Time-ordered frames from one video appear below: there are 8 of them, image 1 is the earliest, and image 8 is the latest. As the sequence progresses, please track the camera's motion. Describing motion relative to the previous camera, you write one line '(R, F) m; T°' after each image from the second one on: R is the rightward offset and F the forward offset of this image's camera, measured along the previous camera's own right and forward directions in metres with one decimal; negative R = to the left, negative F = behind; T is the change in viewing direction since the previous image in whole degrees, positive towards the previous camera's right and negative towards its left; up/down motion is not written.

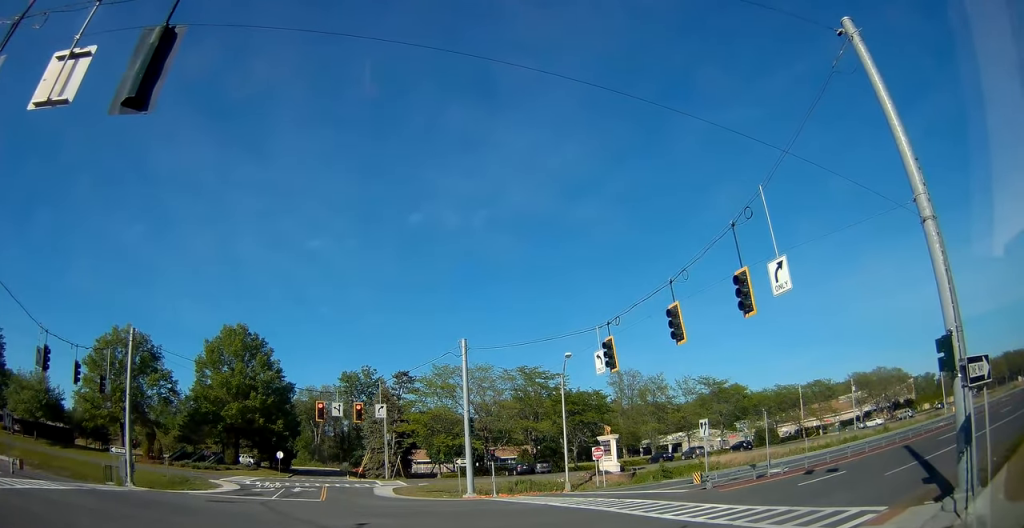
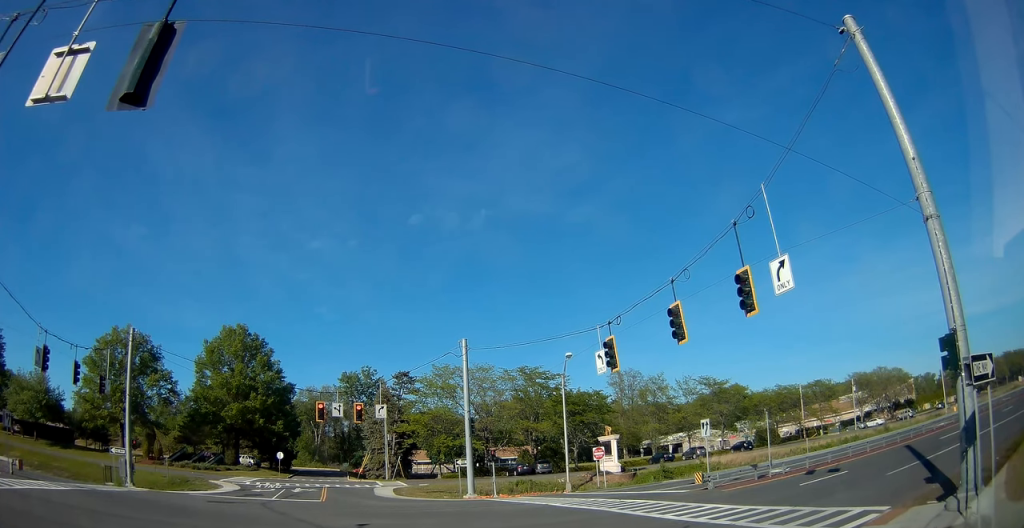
(-0.1, +0.2) m; 0°
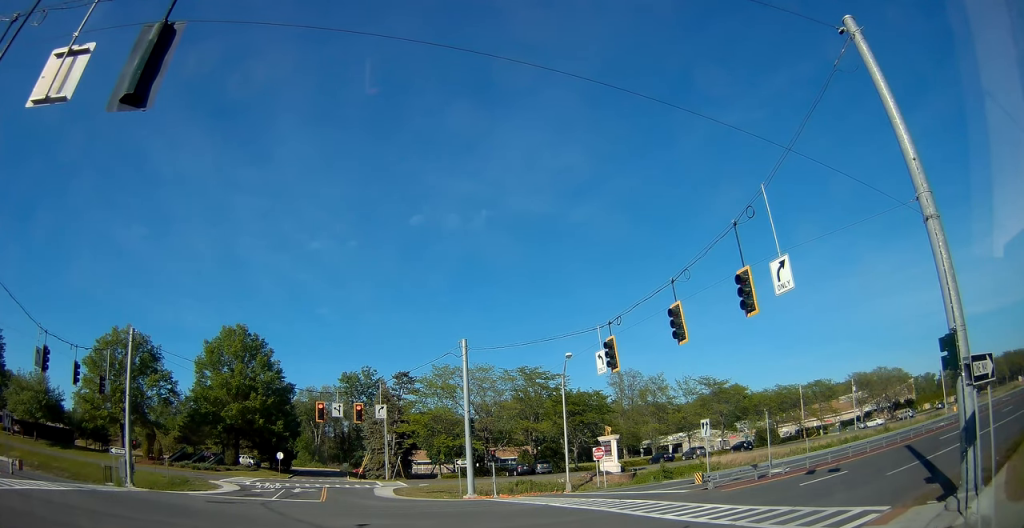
(0.0, 0.0) m; 0°
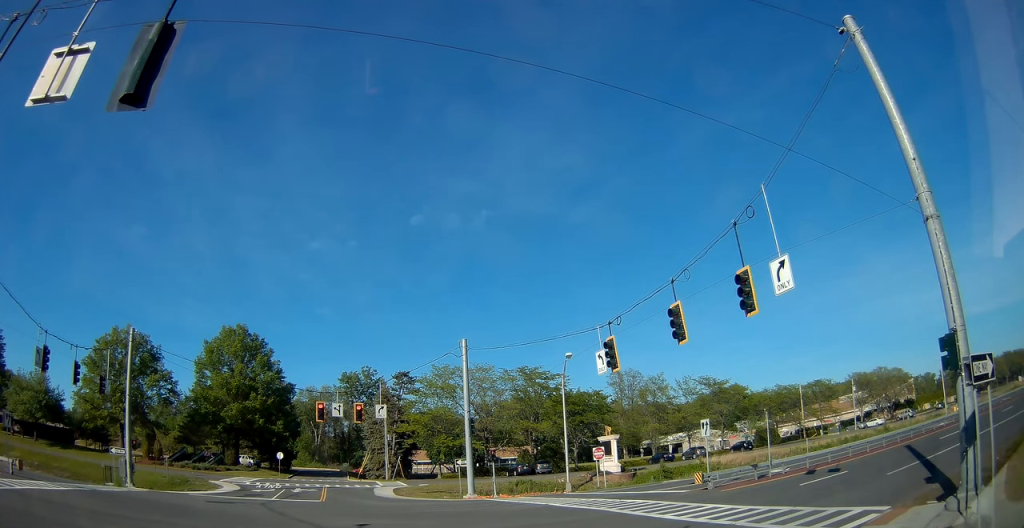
(0.0, 0.0) m; 0°
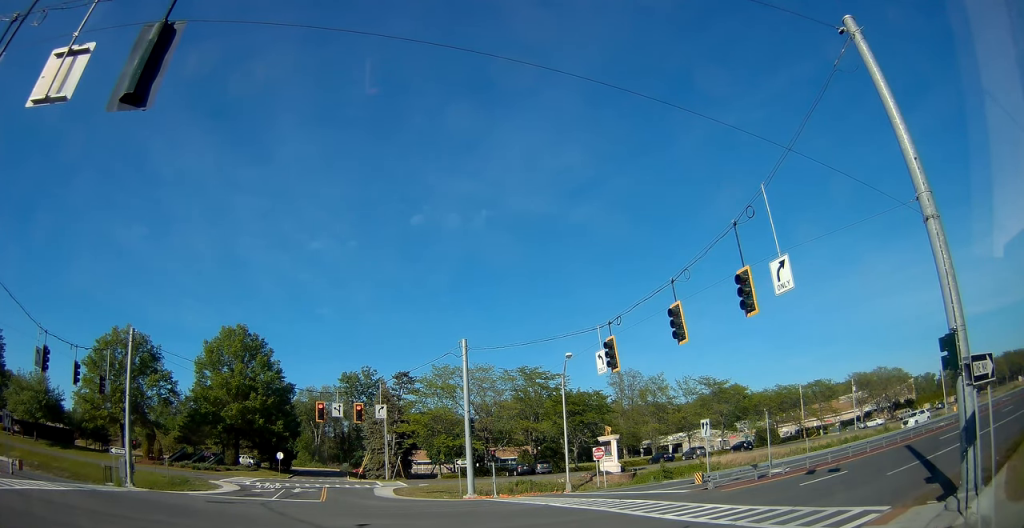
(0.0, 0.0) m; 0°
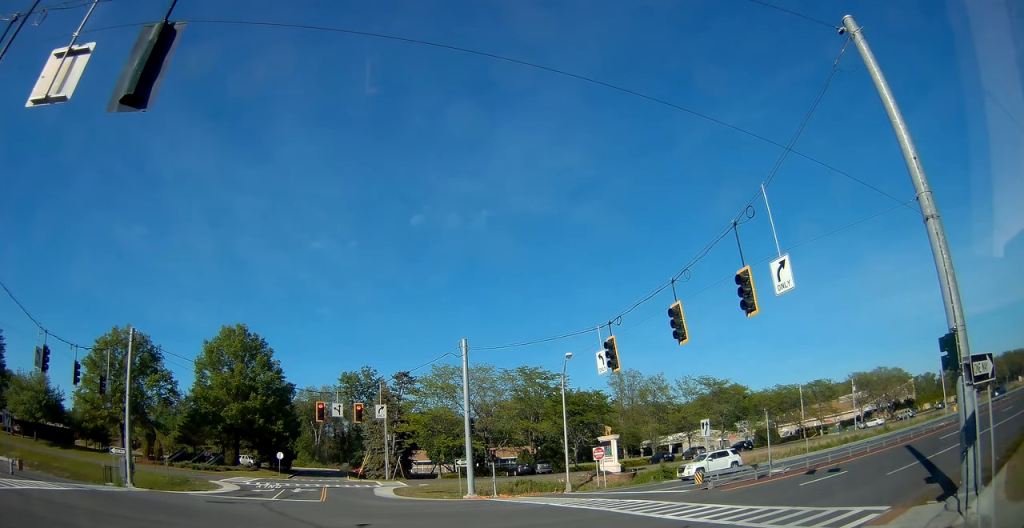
(0.0, 0.0) m; 0°
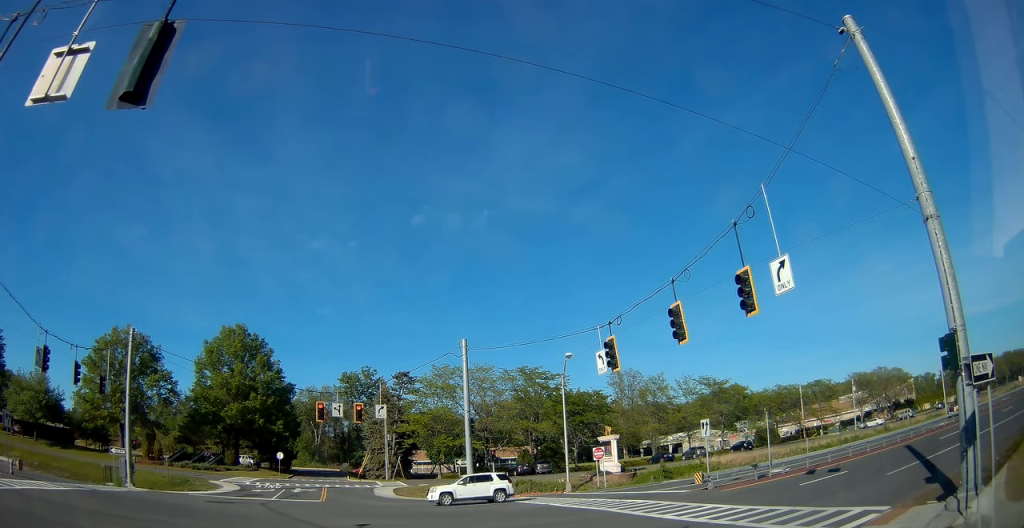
(0.0, 0.0) m; 0°
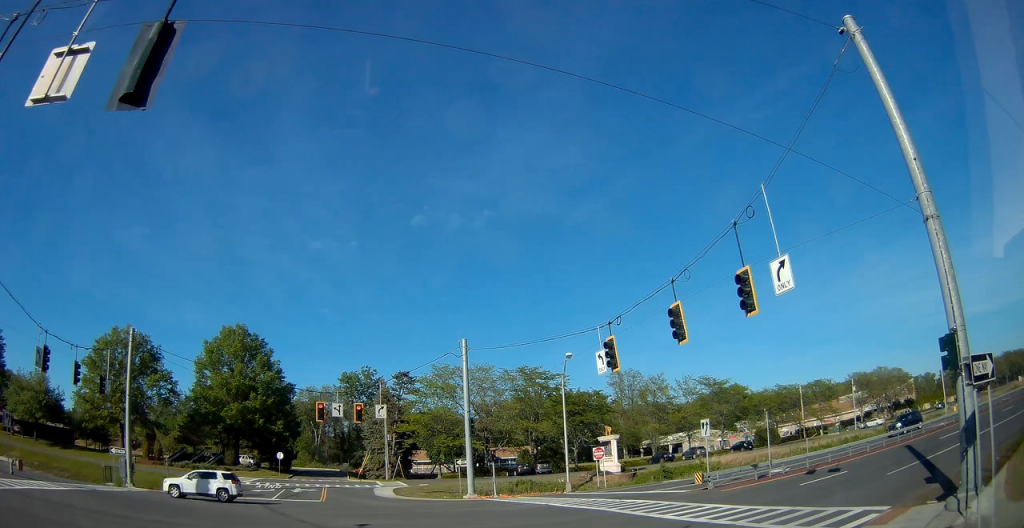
(0.0, 0.0) m; 0°
